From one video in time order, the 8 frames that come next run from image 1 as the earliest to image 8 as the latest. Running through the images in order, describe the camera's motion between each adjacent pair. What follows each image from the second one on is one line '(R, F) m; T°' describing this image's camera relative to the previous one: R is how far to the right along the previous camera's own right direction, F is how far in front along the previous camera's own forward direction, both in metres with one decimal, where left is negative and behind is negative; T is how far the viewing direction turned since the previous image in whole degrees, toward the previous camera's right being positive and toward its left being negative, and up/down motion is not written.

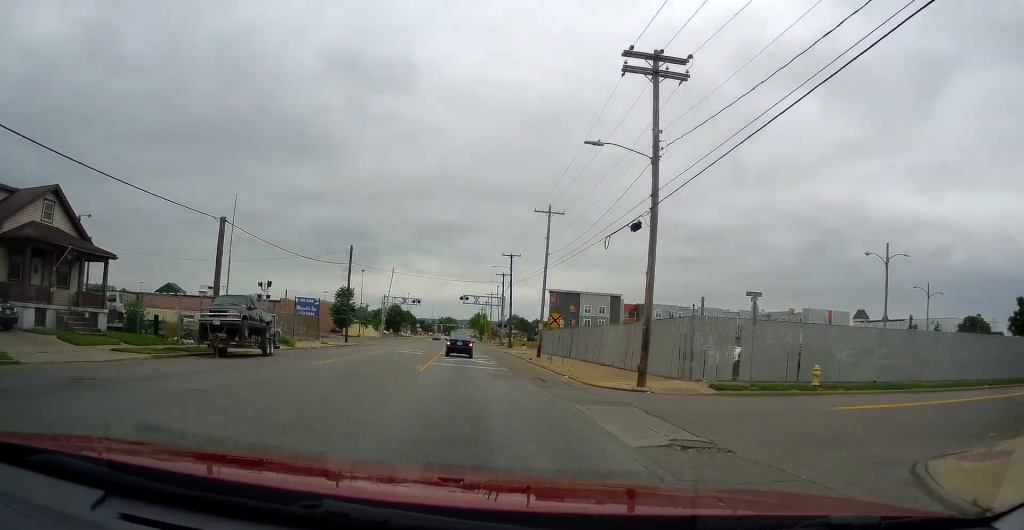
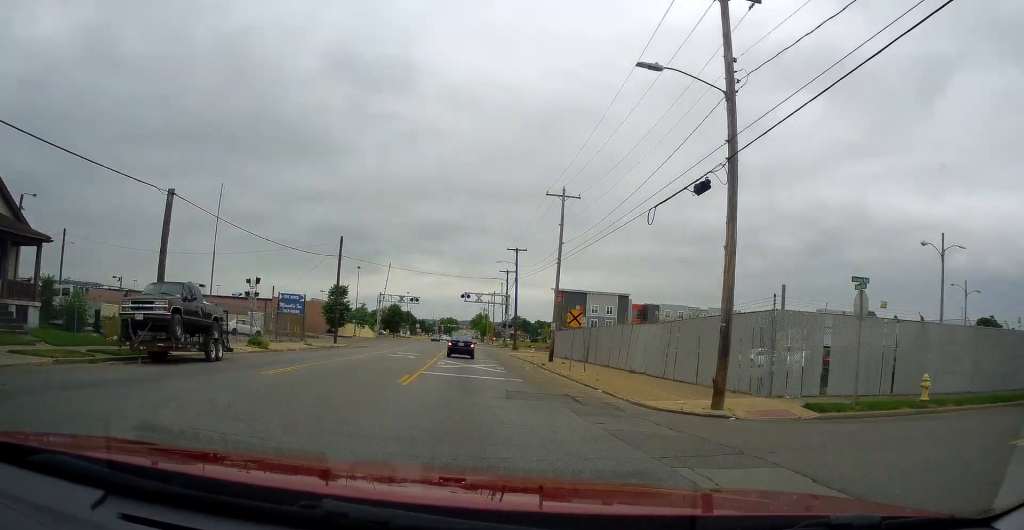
(0.0, +6.2) m; 0°
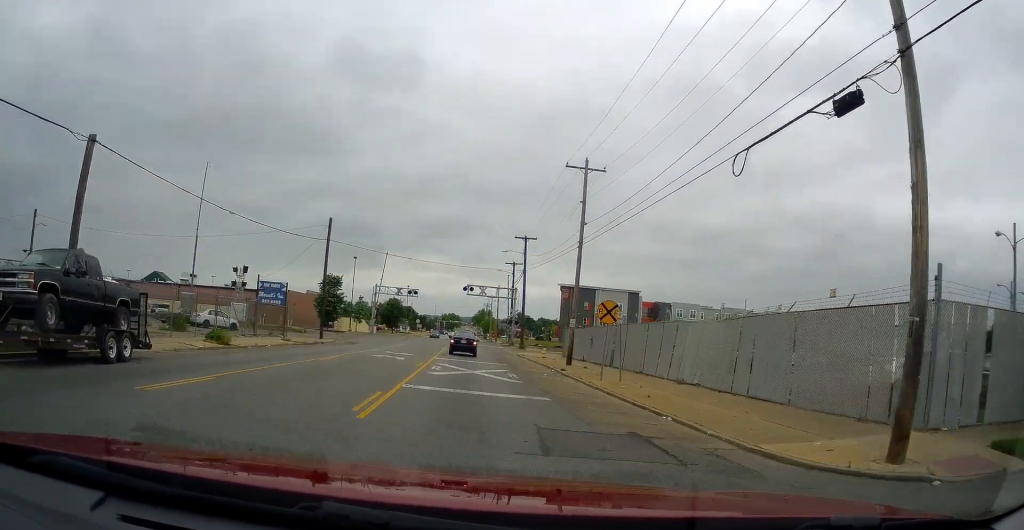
(0.0, +6.6) m; 0°
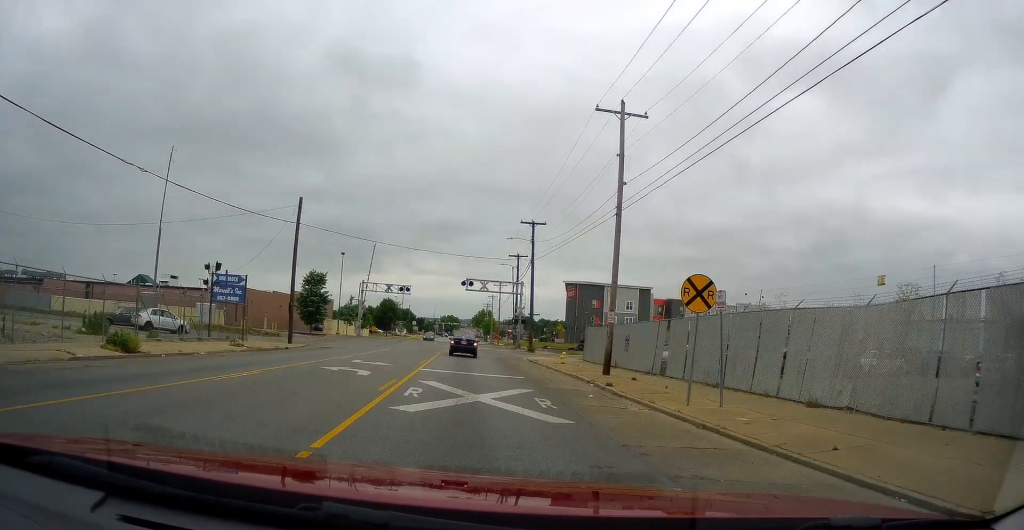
(0.0, +9.3) m; -1°
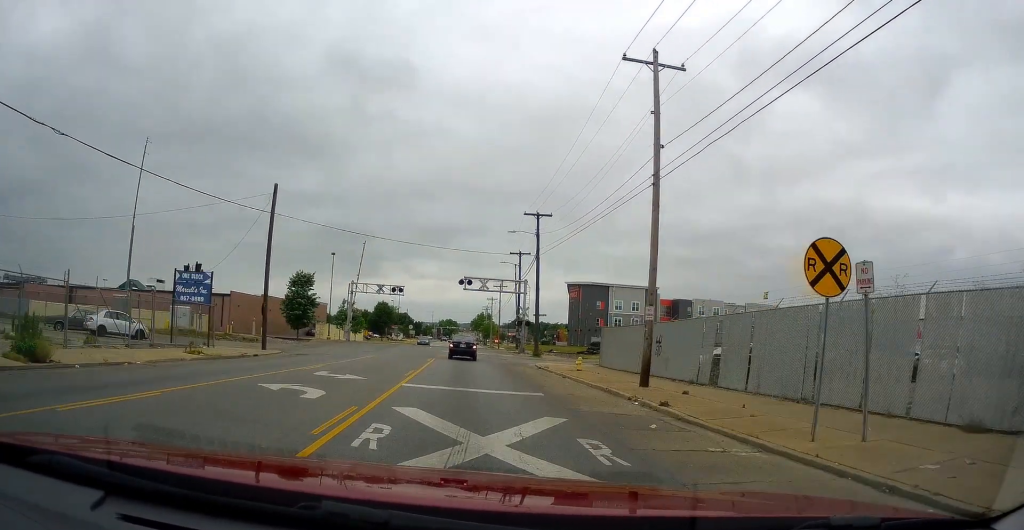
(+0.1, +5.5) m; -1°
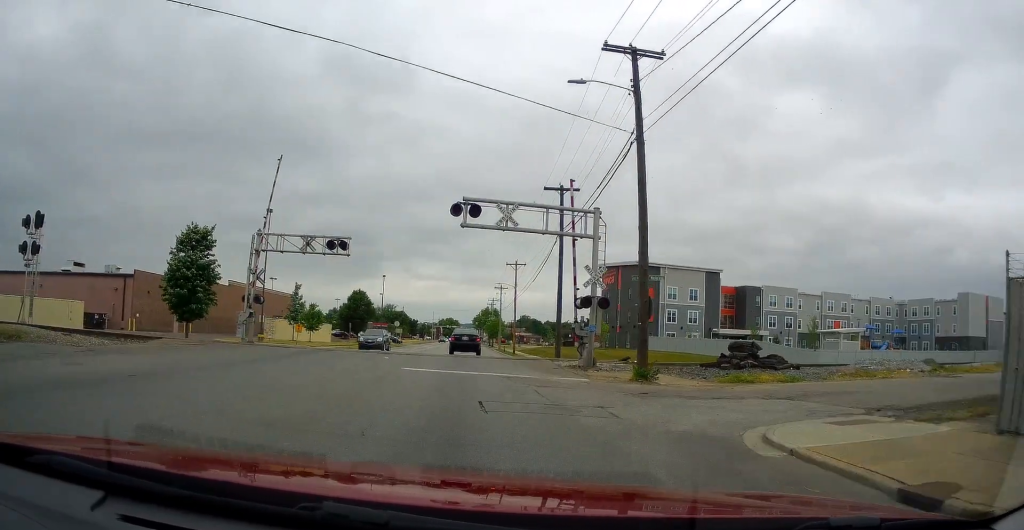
(0.0, +29.6) m; +2°
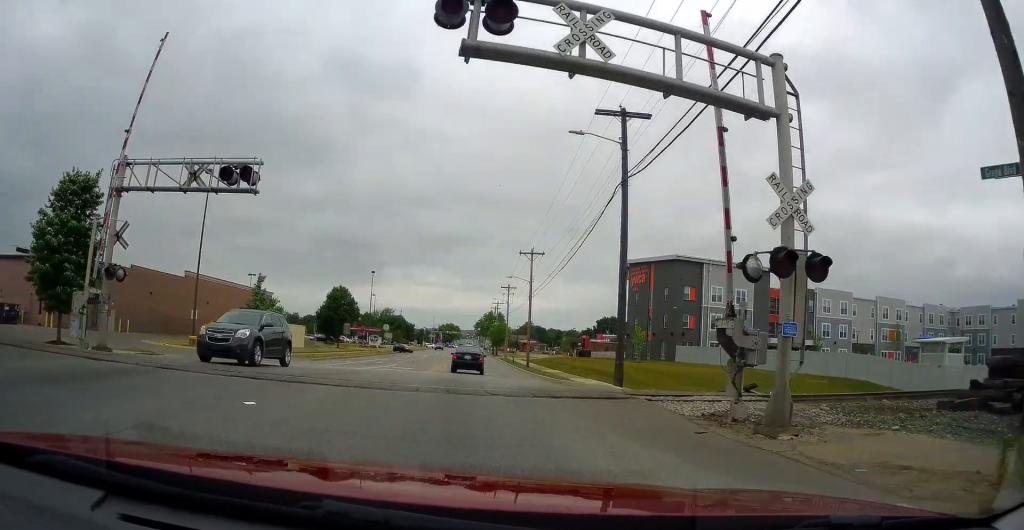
(0.0, +15.2) m; -1°
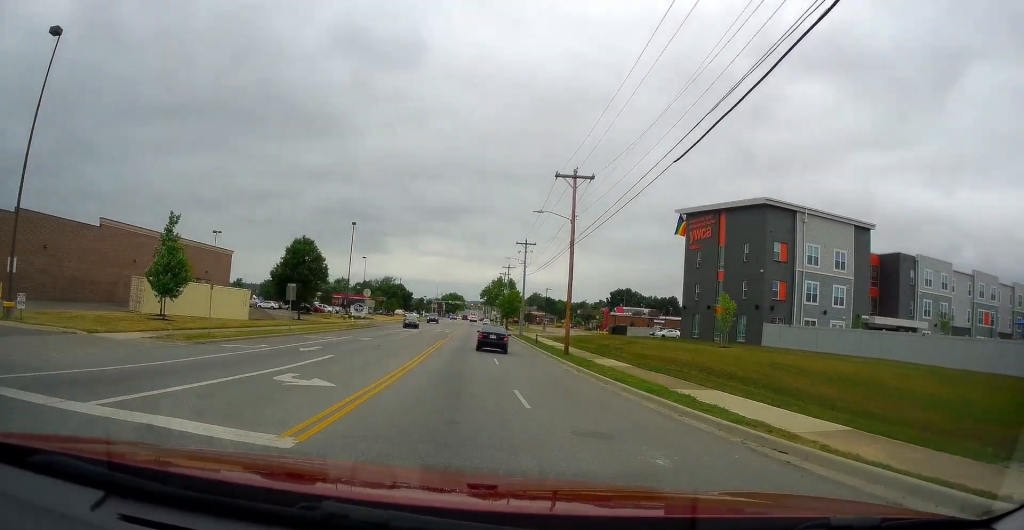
(-0.7, +20.8) m; -2°
